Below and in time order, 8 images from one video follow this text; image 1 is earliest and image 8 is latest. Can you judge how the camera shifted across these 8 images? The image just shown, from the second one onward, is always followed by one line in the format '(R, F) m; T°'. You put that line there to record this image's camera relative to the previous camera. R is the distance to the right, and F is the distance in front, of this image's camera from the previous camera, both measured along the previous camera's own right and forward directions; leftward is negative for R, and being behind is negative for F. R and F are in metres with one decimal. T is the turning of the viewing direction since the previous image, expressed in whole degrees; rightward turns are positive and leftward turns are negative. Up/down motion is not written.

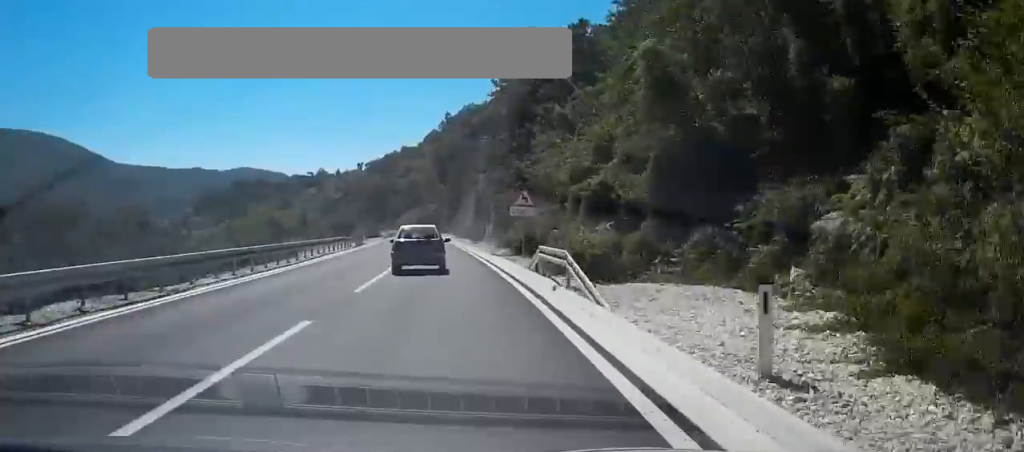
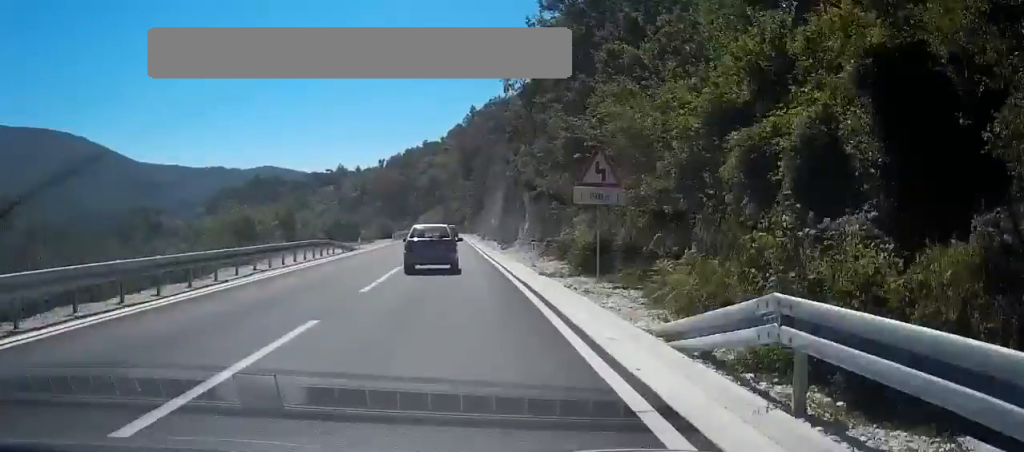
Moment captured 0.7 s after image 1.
(-0.4, +14.9) m; -2°
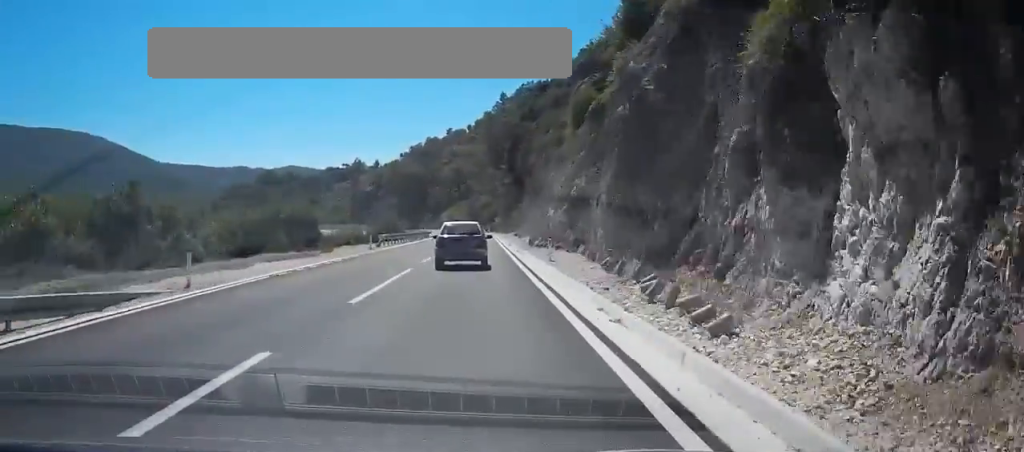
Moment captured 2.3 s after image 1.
(-1.0, +33.2) m; -3°
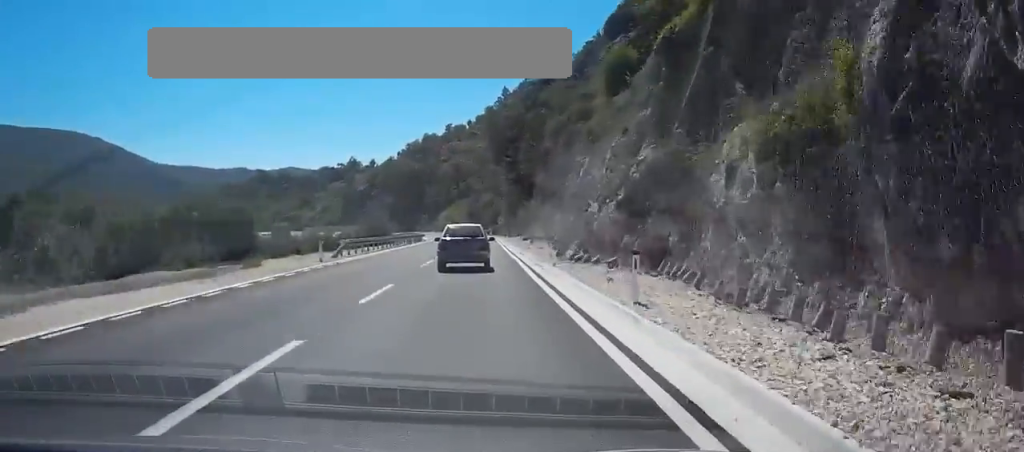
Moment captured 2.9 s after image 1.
(-0.1, +14.1) m; 0°
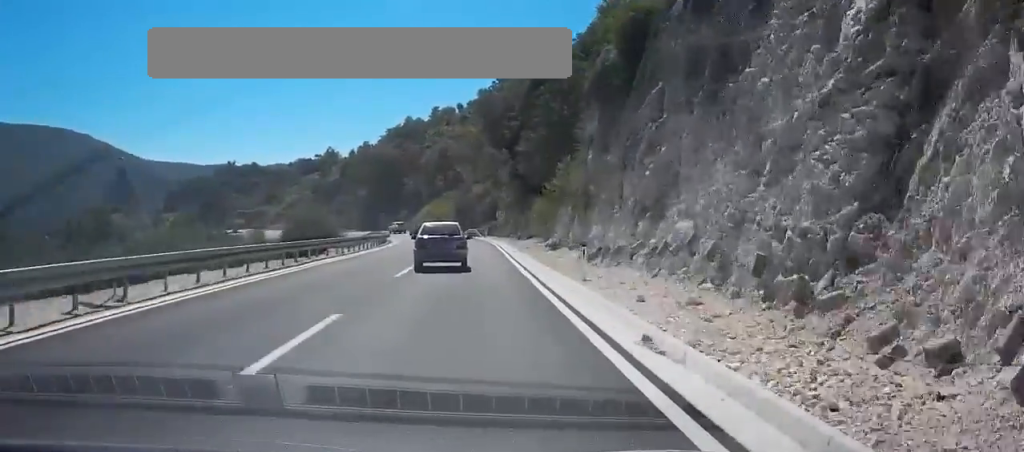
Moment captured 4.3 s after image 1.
(+0.1, +29.4) m; +1°
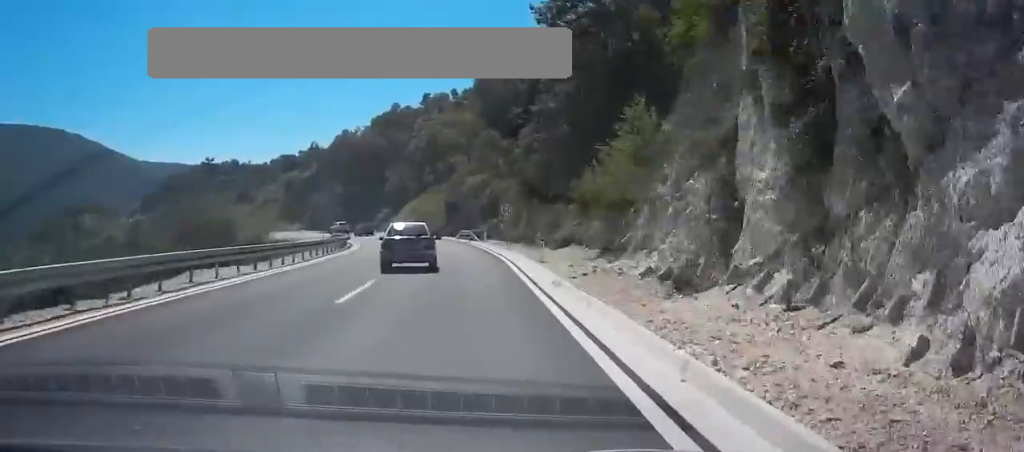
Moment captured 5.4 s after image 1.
(+0.1, +21.5) m; +1°
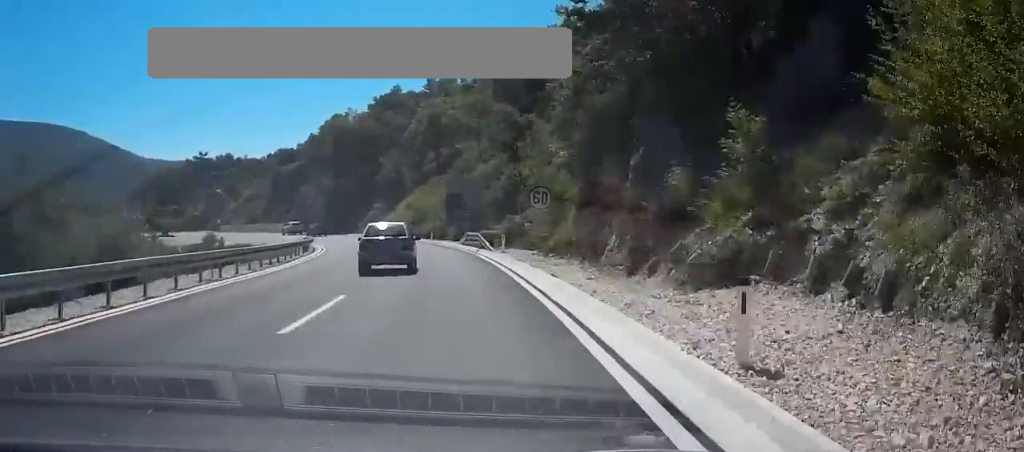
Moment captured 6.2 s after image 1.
(+0.1, +17.9) m; 0°
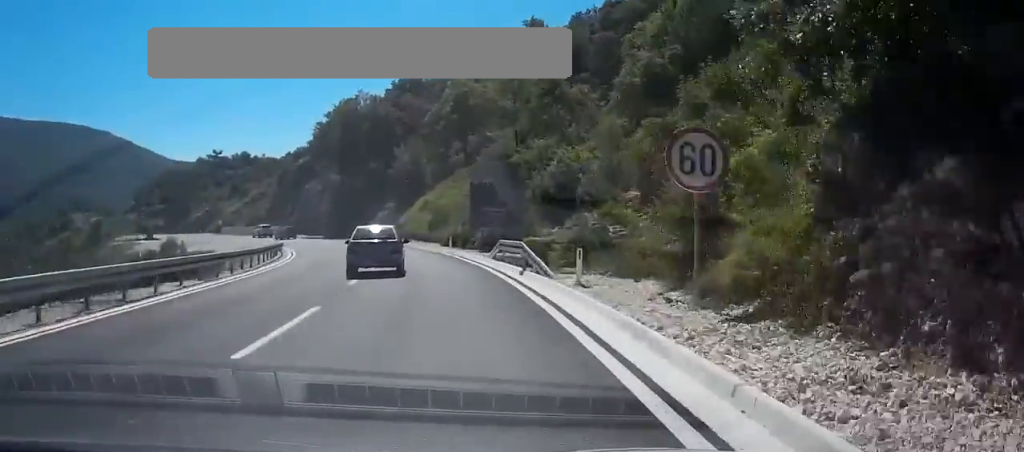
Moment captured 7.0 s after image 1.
(-0.1, +16.6) m; -2°
